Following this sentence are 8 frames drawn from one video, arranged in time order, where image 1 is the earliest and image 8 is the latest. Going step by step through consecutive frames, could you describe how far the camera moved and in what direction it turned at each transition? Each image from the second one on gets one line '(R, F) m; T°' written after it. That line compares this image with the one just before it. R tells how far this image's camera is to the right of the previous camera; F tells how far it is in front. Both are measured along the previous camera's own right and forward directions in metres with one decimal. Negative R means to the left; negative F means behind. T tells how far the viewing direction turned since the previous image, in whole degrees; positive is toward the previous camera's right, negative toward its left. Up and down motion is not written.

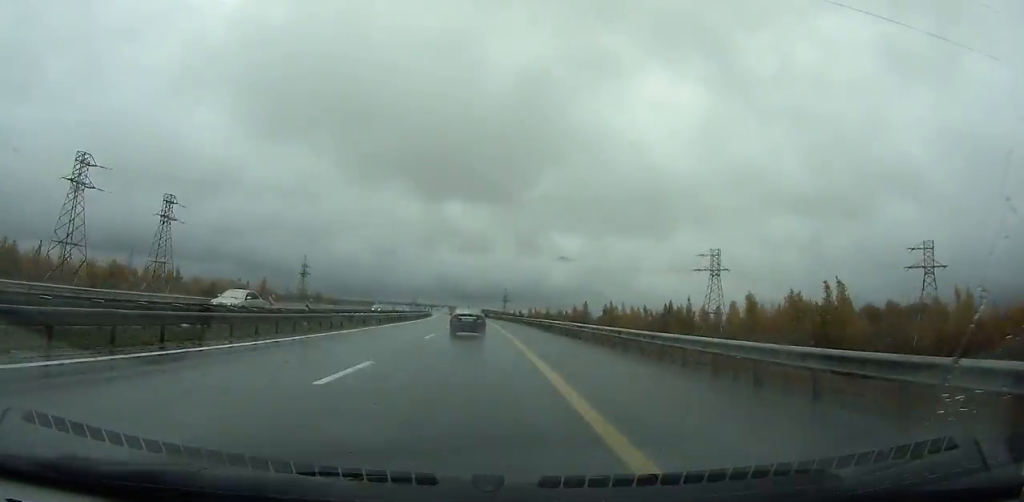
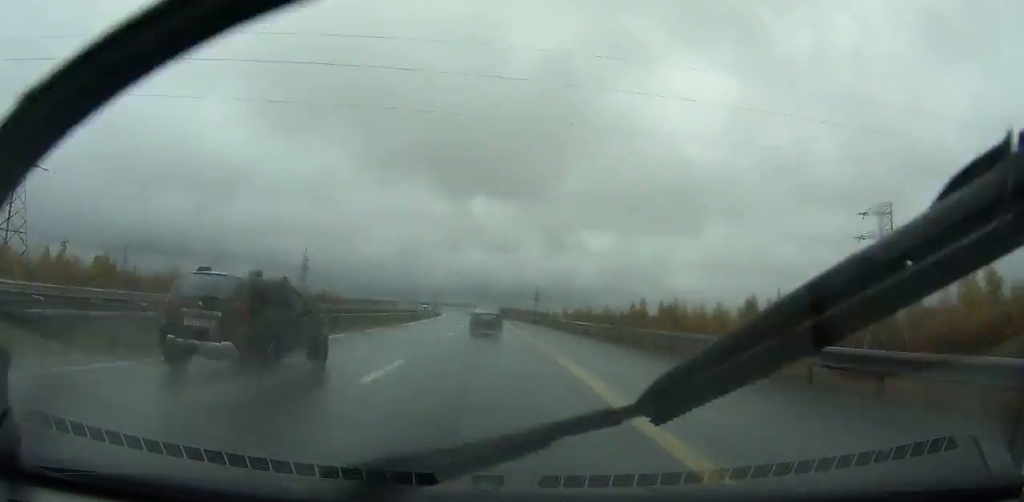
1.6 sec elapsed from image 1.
(-0.7, +46.0) m; -3°
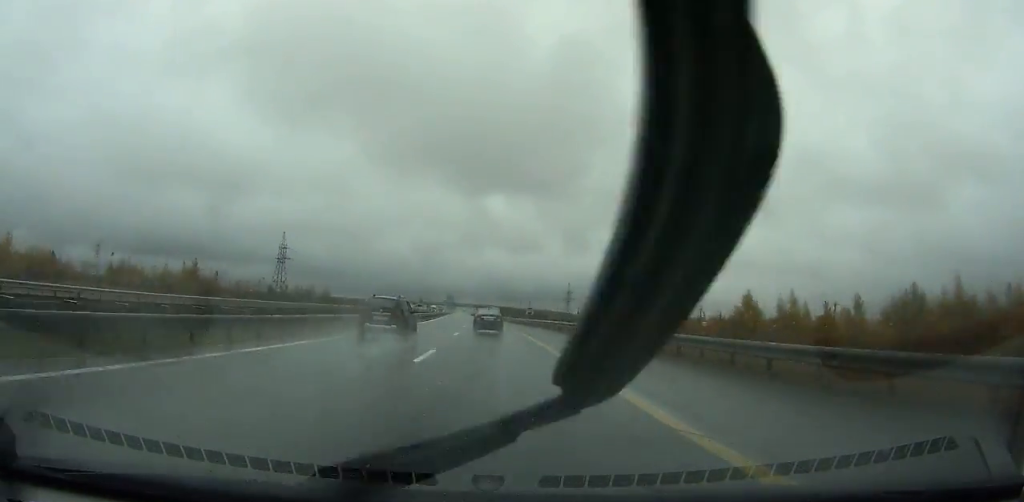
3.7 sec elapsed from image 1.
(-2.0, +59.0) m; -3°
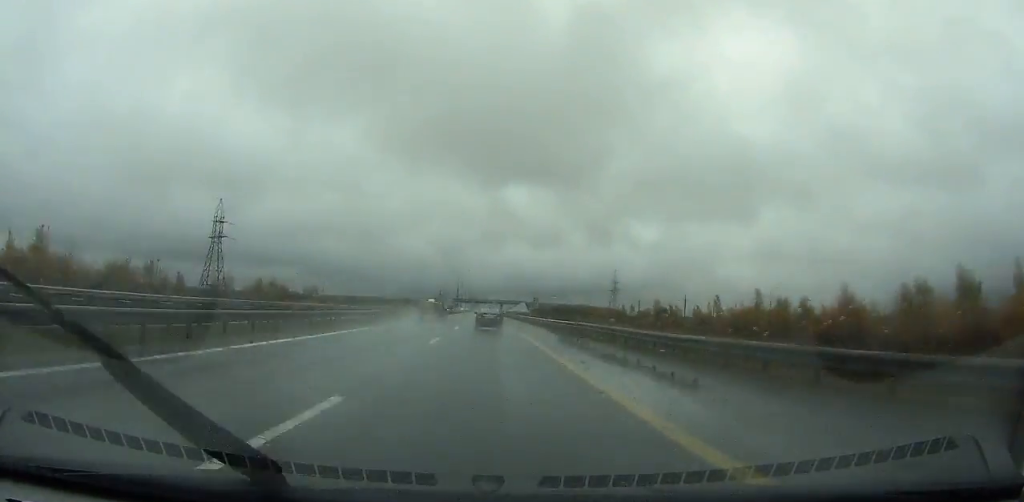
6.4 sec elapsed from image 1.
(-2.2, +74.7) m; -3°
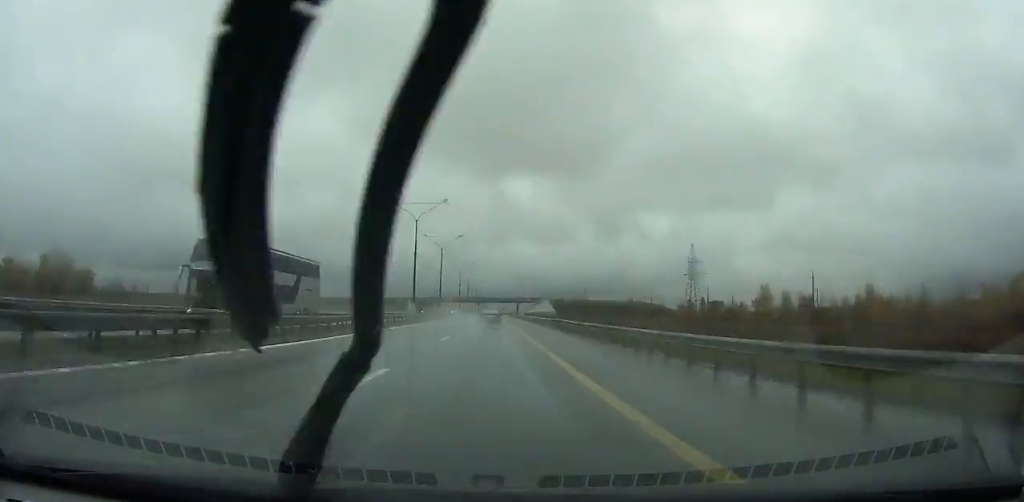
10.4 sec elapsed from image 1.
(-2.7, +109.2) m; -2°
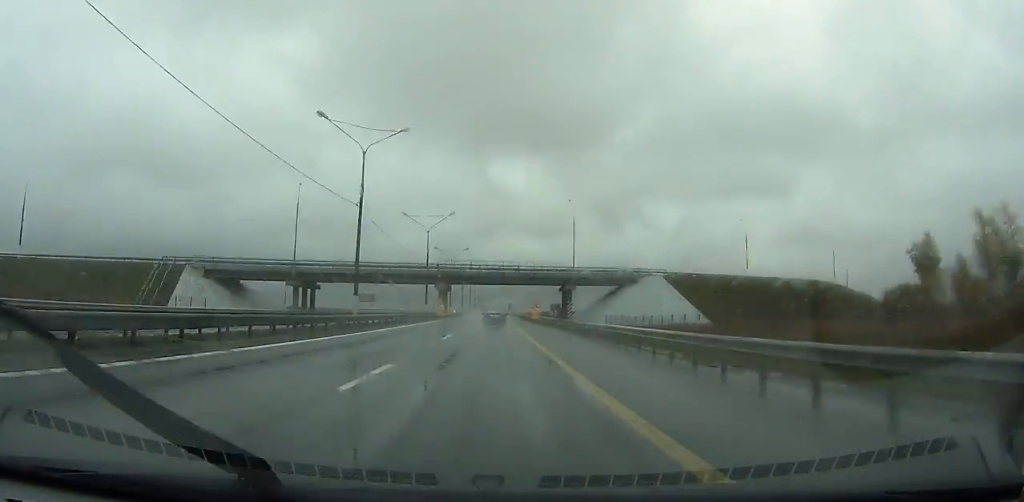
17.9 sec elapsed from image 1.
(+0.2, +201.7) m; 0°
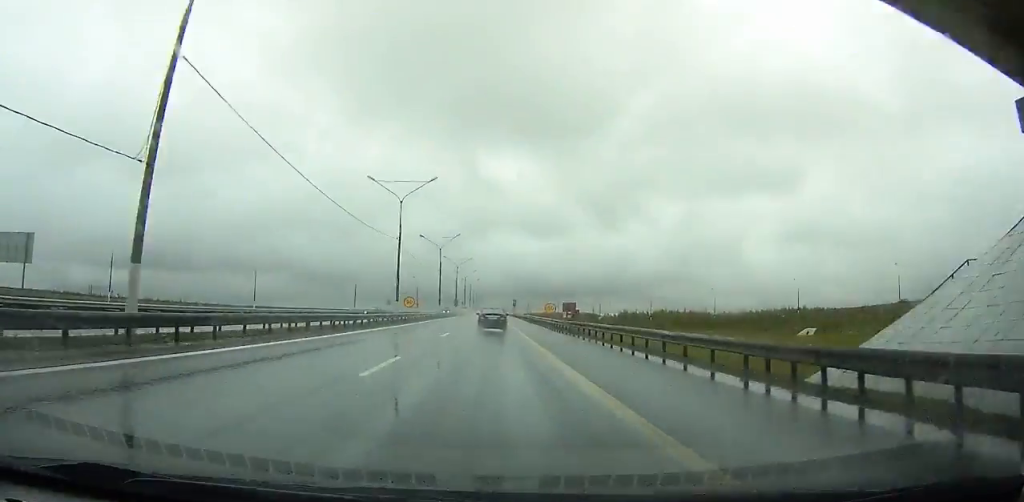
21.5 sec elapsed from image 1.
(+0.4, +91.4) m; 0°
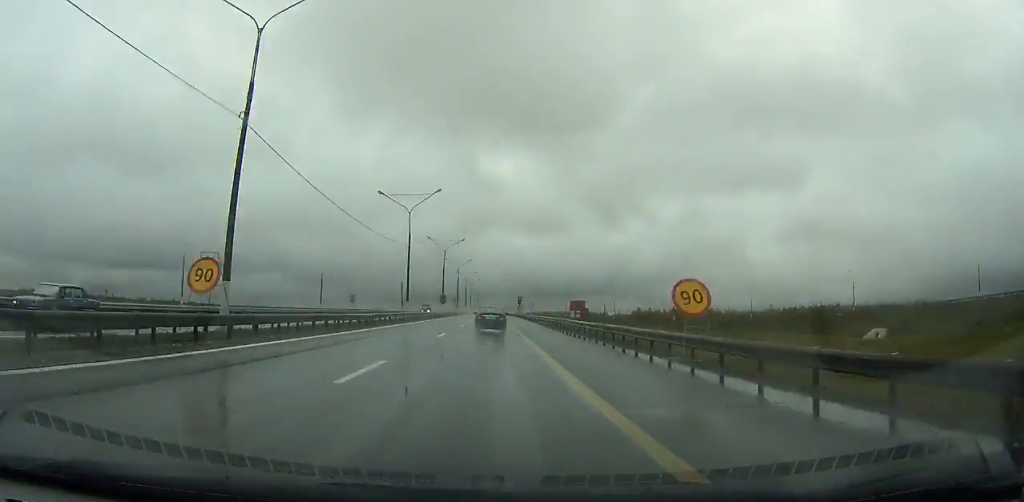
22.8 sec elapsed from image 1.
(+0.1, +31.6) m; 0°
